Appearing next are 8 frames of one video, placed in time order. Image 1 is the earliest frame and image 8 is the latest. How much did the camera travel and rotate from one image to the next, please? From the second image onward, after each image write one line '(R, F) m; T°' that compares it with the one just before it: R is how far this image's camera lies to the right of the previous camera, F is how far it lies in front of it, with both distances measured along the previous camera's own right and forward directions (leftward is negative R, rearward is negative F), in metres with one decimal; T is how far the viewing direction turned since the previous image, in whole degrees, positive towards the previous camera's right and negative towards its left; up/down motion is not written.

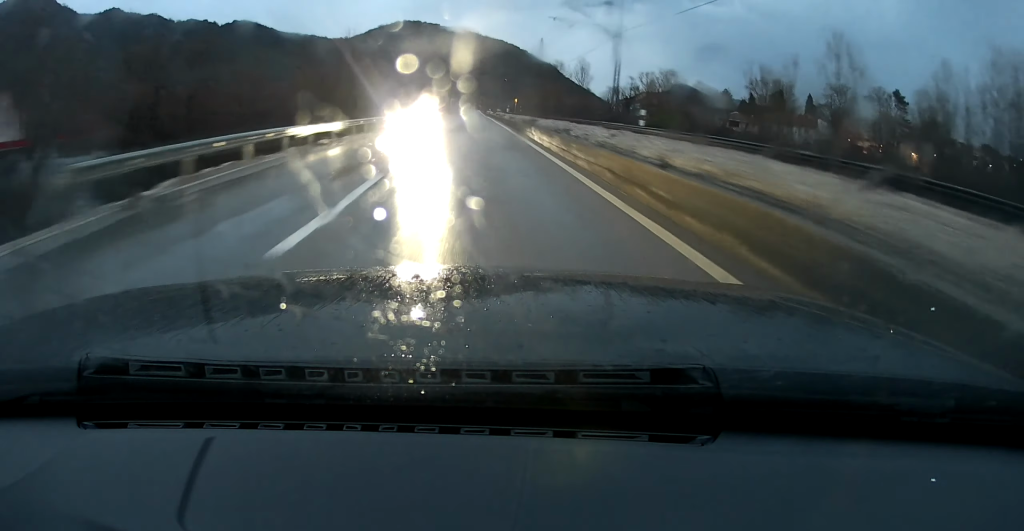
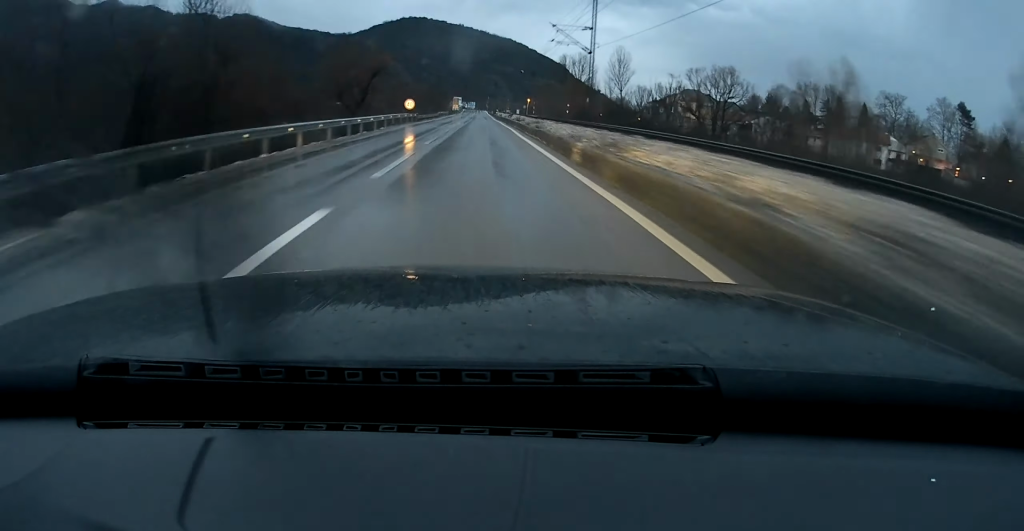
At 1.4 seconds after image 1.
(-0.1, +34.1) m; 0°
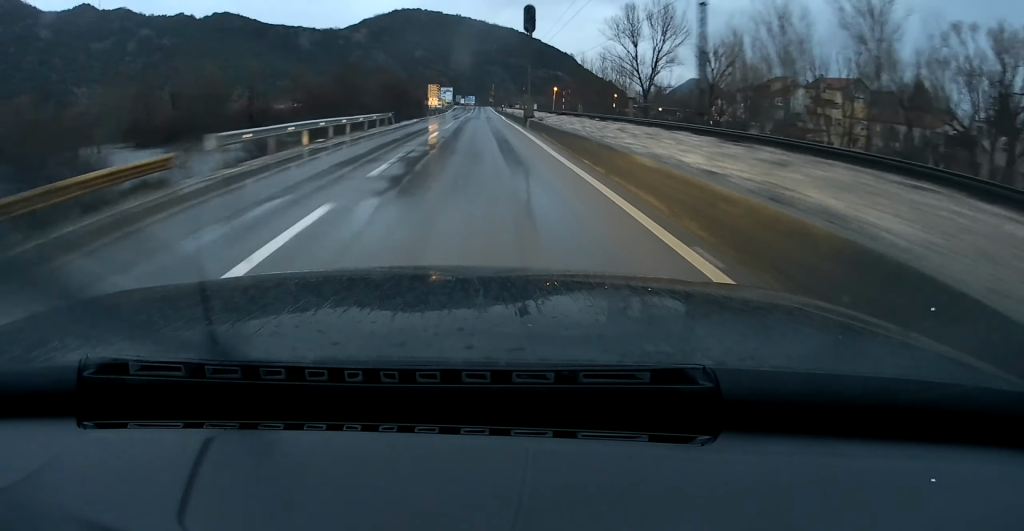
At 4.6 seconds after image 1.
(-0.2, +78.3) m; 0°
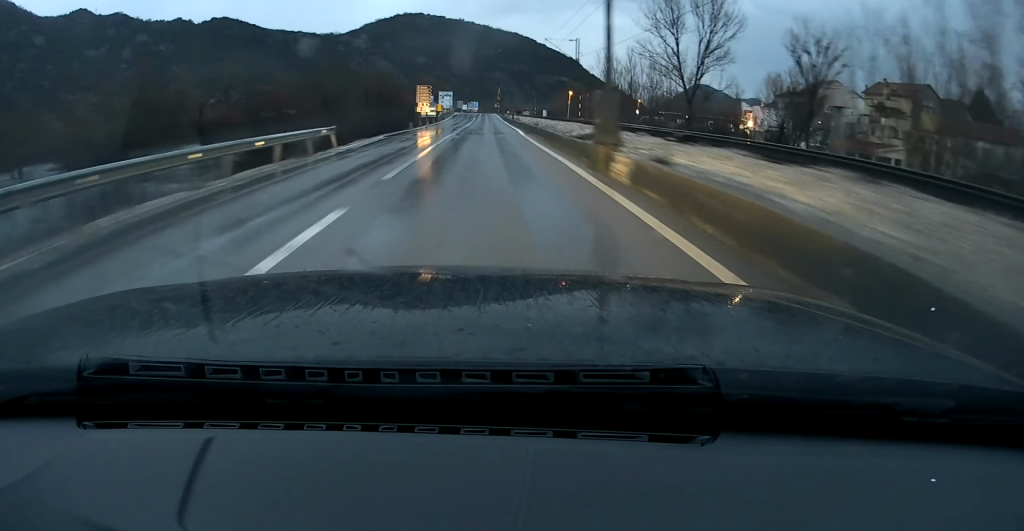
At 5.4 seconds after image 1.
(+0.2, +18.9) m; 0°
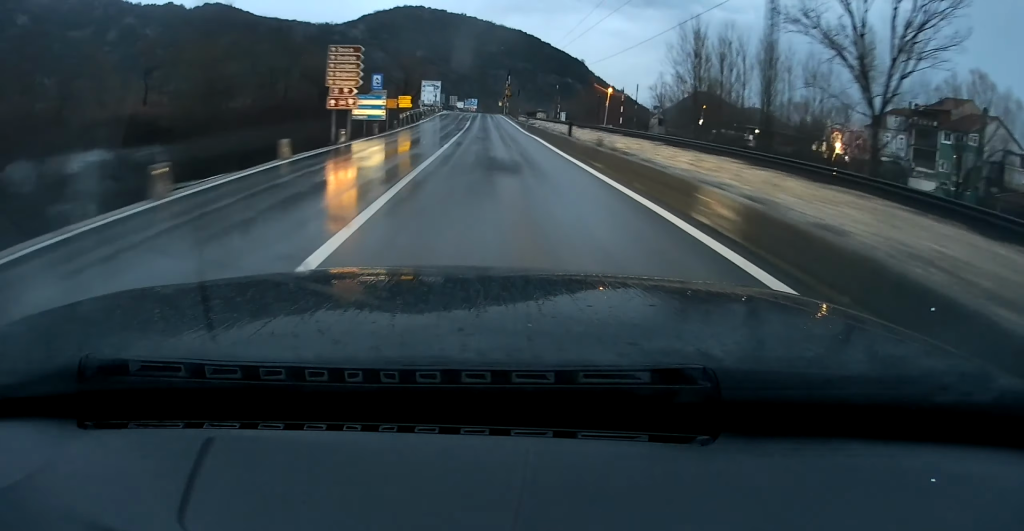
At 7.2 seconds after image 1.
(+0.1, +39.2) m; 0°
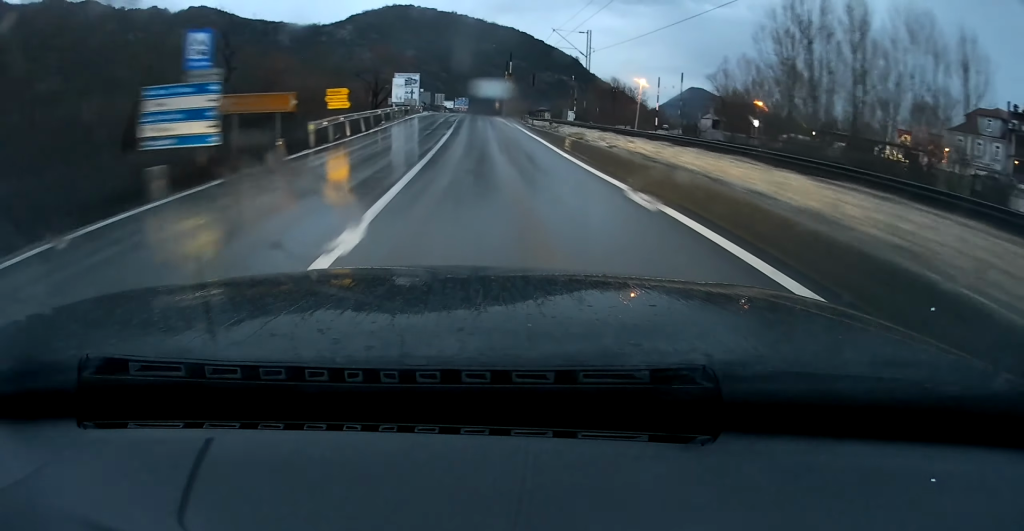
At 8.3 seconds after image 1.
(-0.2, +22.8) m; 0°
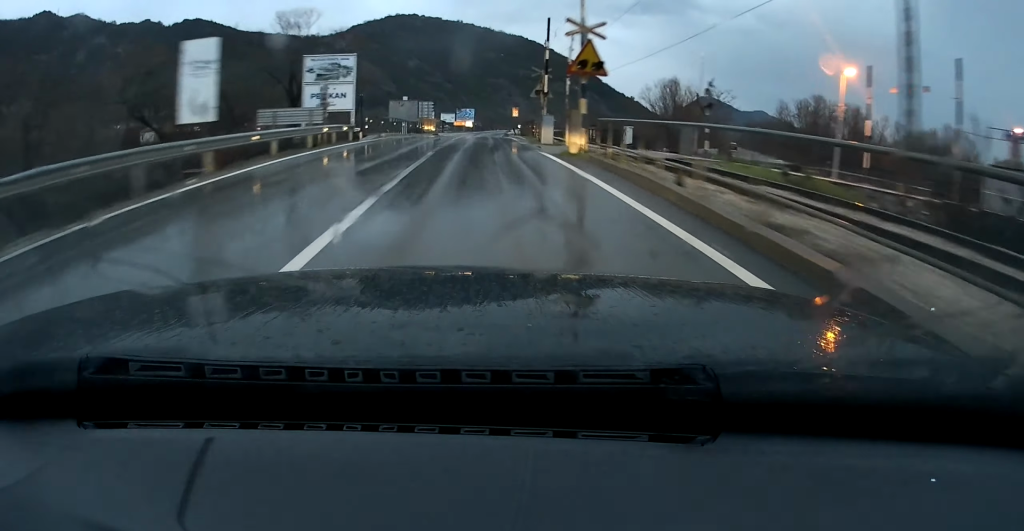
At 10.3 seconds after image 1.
(+0.2, +41.2) m; 0°
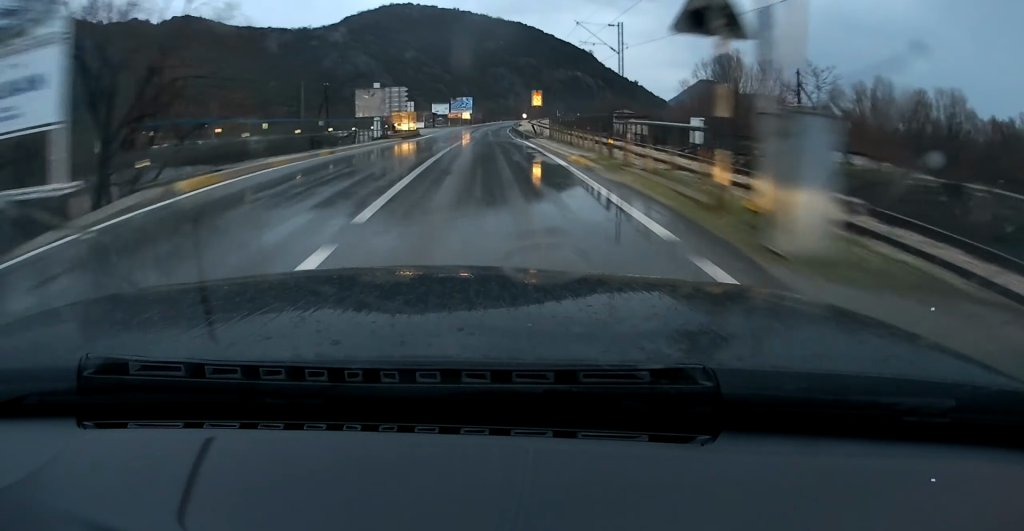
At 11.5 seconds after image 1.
(-0.1, +26.0) m; 0°
